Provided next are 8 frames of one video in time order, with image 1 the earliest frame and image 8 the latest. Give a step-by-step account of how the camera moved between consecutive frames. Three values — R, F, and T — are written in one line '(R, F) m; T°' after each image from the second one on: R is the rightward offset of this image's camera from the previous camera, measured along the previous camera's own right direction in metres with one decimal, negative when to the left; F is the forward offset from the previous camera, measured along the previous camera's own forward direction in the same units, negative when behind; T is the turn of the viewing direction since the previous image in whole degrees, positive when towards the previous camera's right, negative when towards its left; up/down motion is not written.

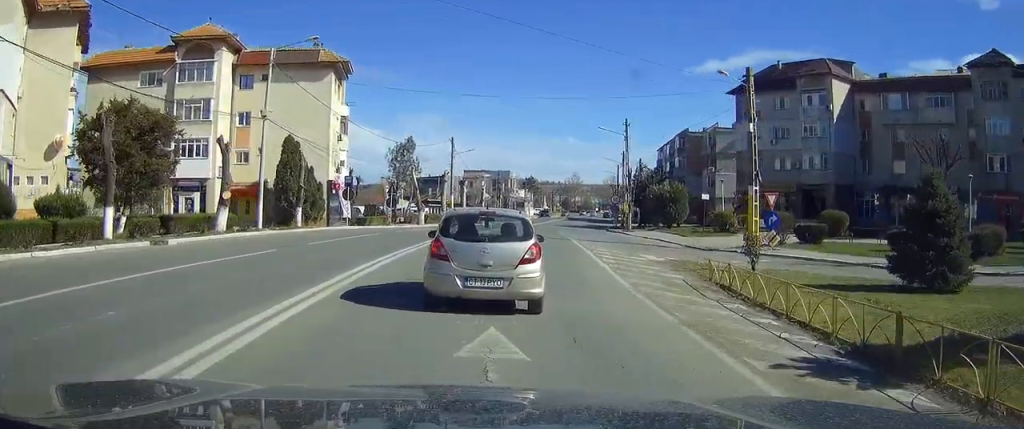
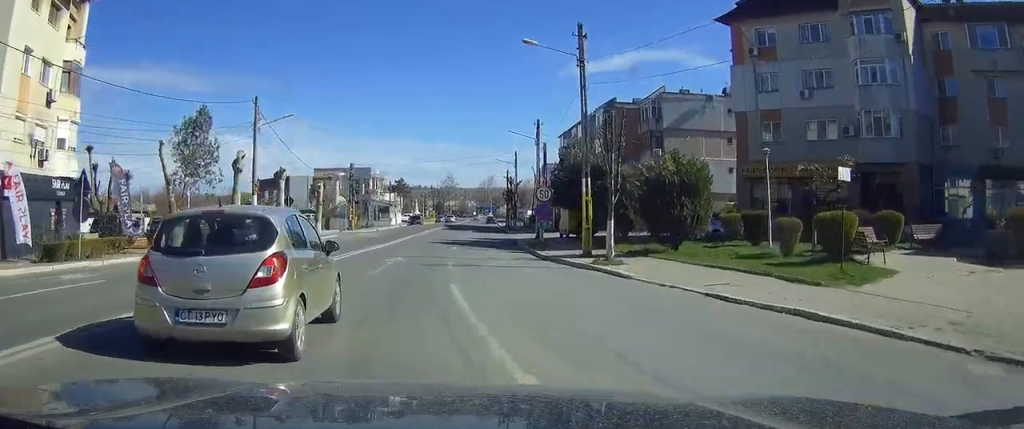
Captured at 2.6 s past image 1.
(+2.9, +29.2) m; +10°
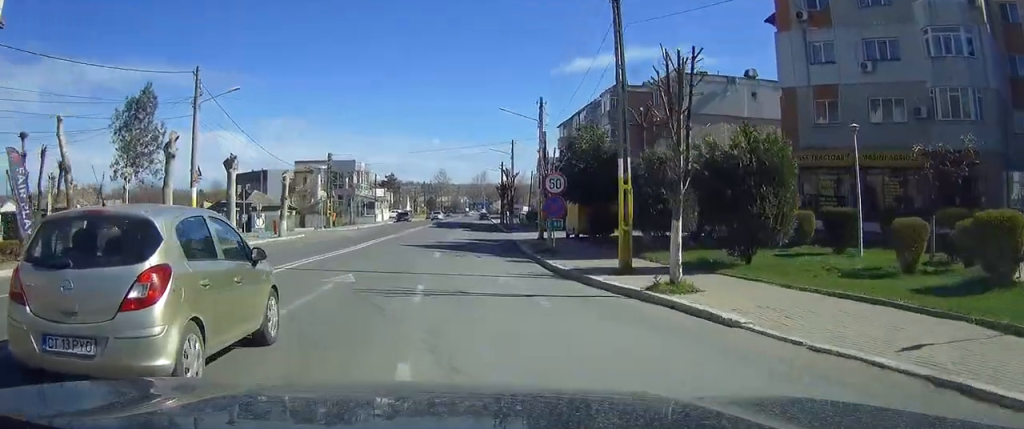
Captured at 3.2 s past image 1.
(+0.2, +7.9) m; +1°
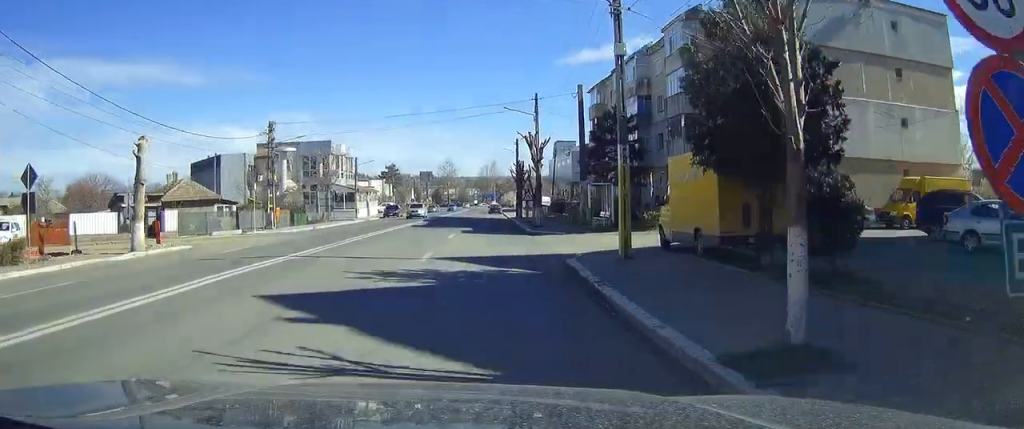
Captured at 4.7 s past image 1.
(-0.1, +22.0) m; -1°
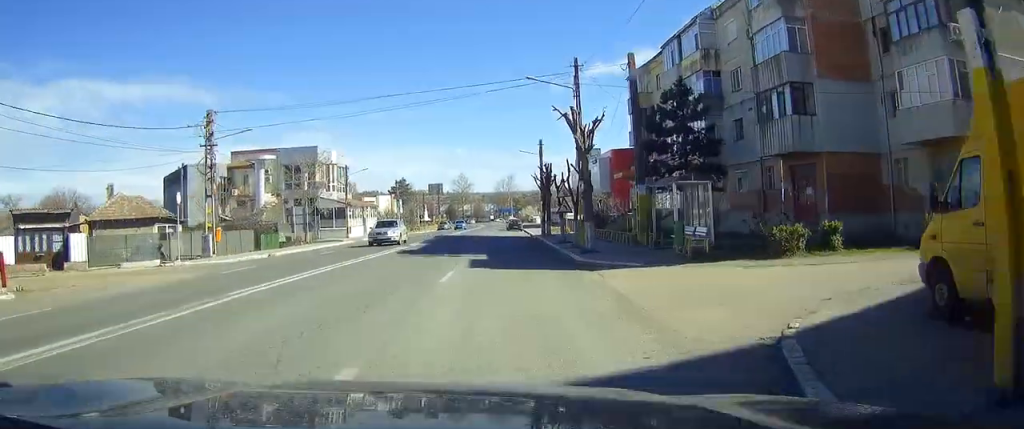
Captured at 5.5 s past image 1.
(-0.1, +13.7) m; -1°
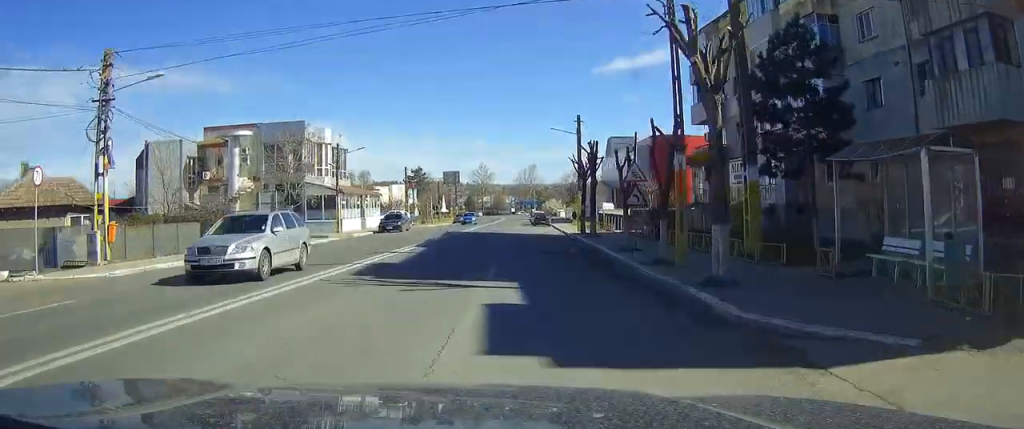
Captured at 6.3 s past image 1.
(-0.2, +12.6) m; -1°
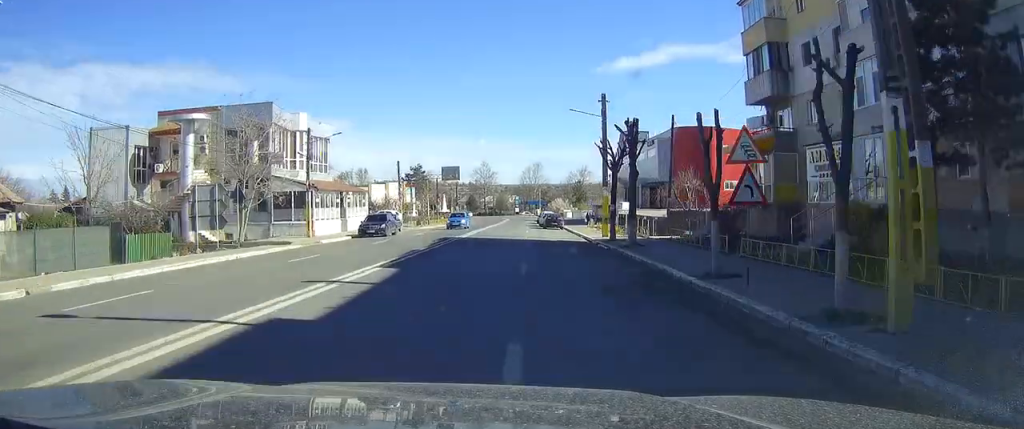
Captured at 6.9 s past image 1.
(0.0, +10.0) m; 0°
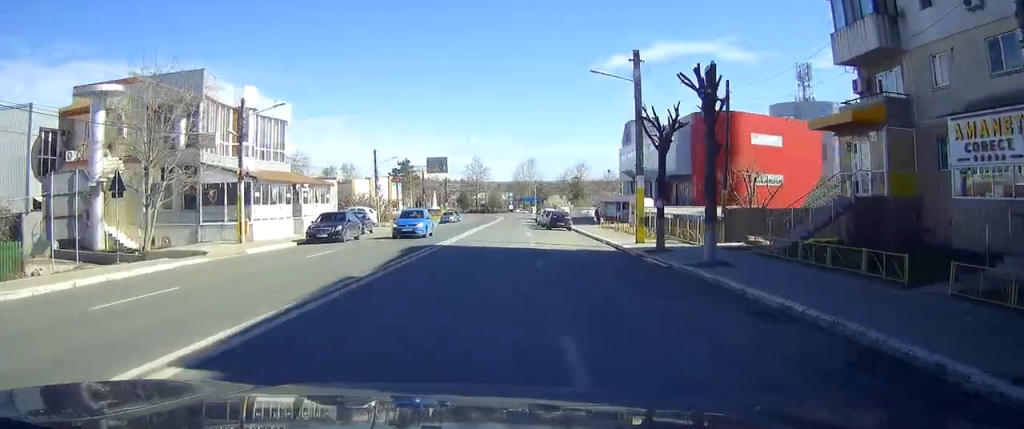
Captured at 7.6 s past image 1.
(0.0, +11.6) m; 0°
